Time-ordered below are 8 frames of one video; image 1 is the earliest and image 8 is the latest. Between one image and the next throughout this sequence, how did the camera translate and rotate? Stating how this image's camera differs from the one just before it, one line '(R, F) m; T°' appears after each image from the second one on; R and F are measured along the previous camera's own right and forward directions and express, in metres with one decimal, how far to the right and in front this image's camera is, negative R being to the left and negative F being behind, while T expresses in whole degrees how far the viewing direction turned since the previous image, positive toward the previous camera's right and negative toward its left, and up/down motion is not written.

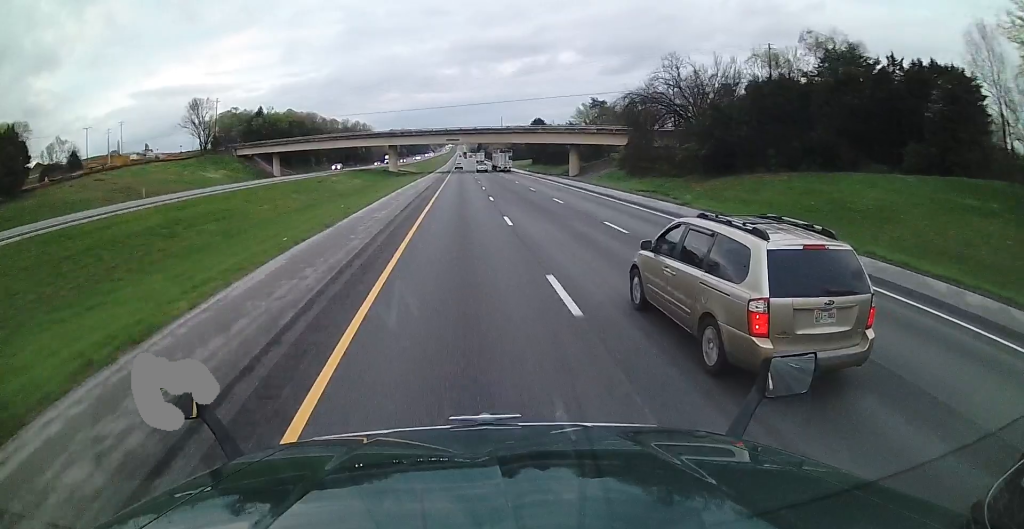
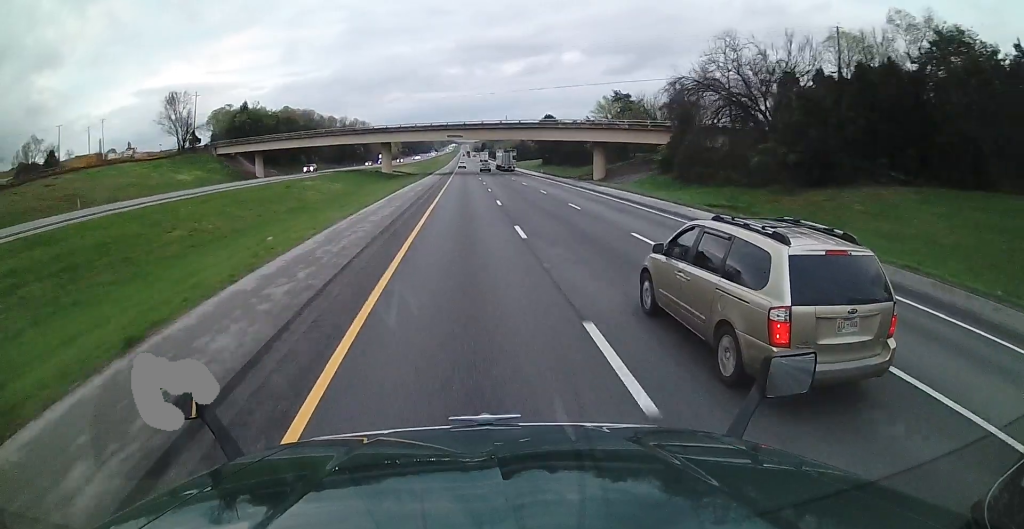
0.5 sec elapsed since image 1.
(+0.1, +15.4) m; 0°
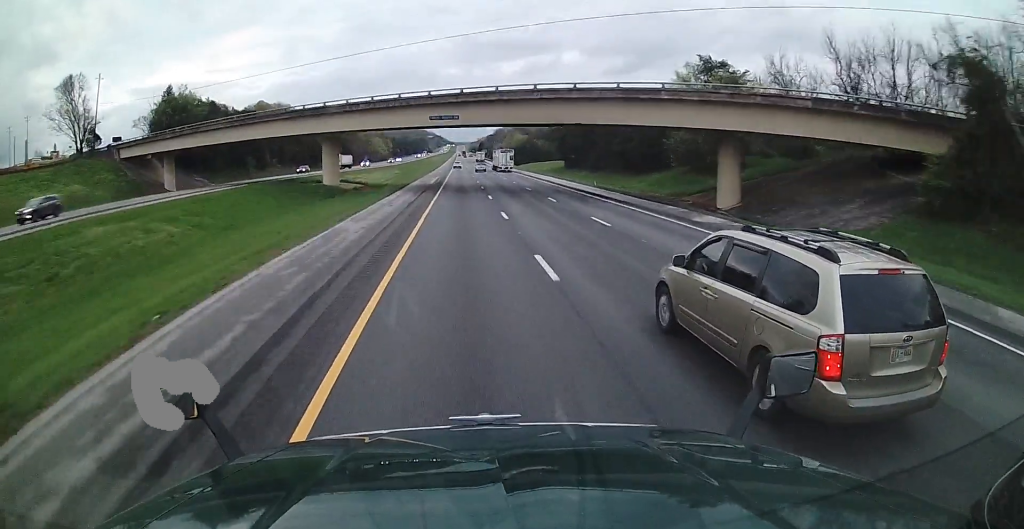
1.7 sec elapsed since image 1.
(-0.3, +42.2) m; 0°
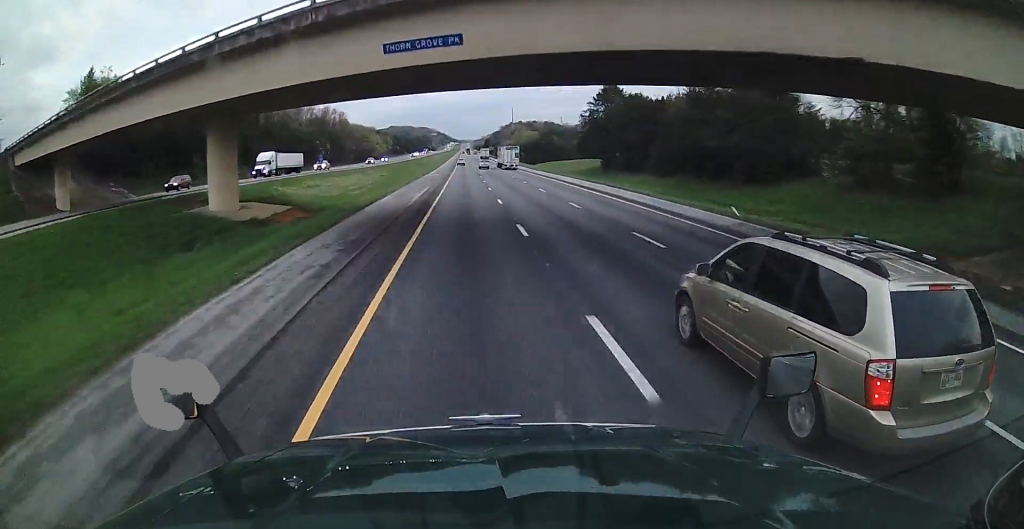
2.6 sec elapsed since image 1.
(+0.3, +30.0) m; +1°
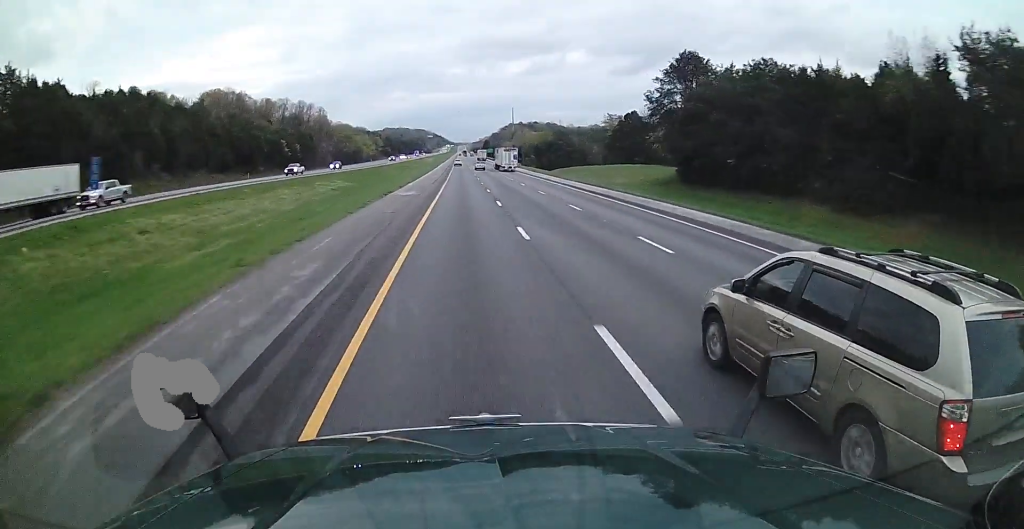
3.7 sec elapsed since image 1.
(0.0, +36.7) m; 0°
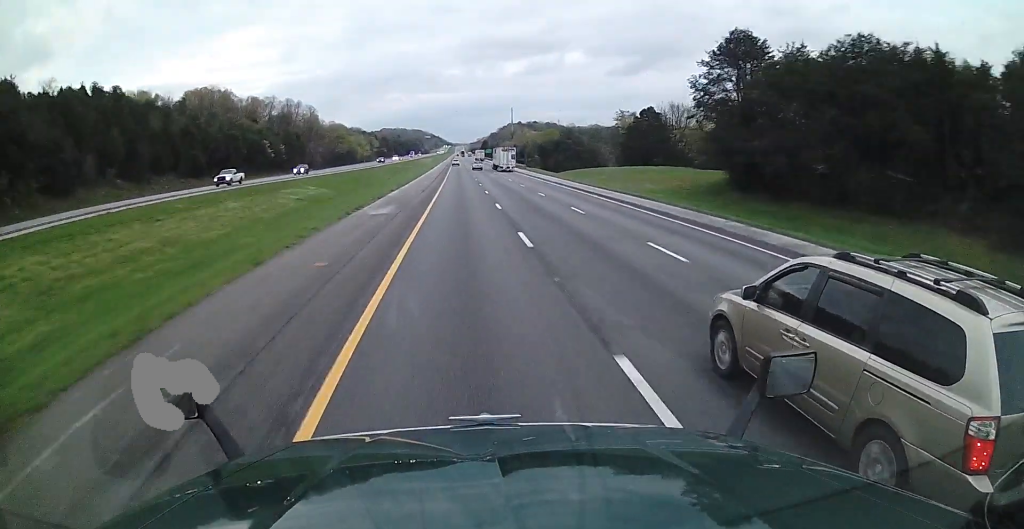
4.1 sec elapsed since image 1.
(-0.1, +13.3) m; 0°
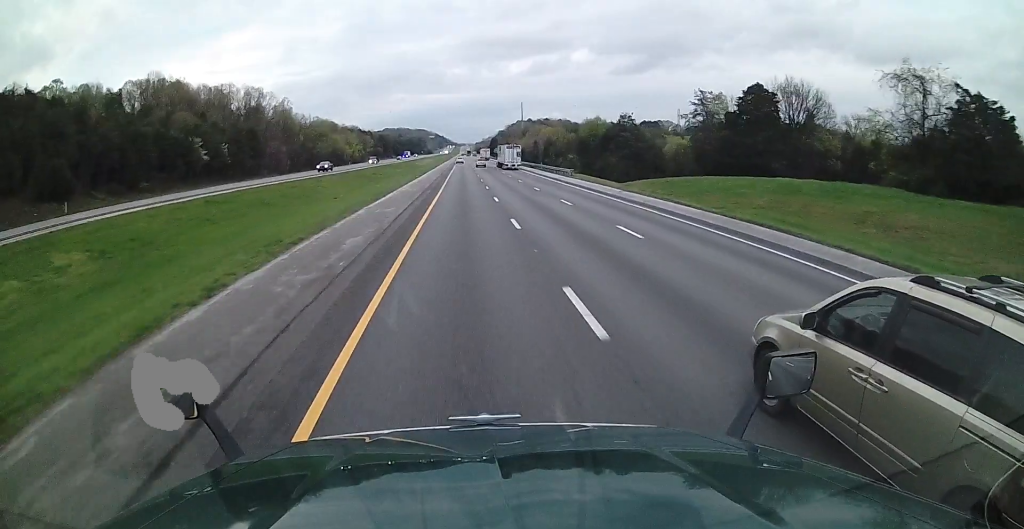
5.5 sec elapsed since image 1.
(+0.6, +44.4) m; 0°
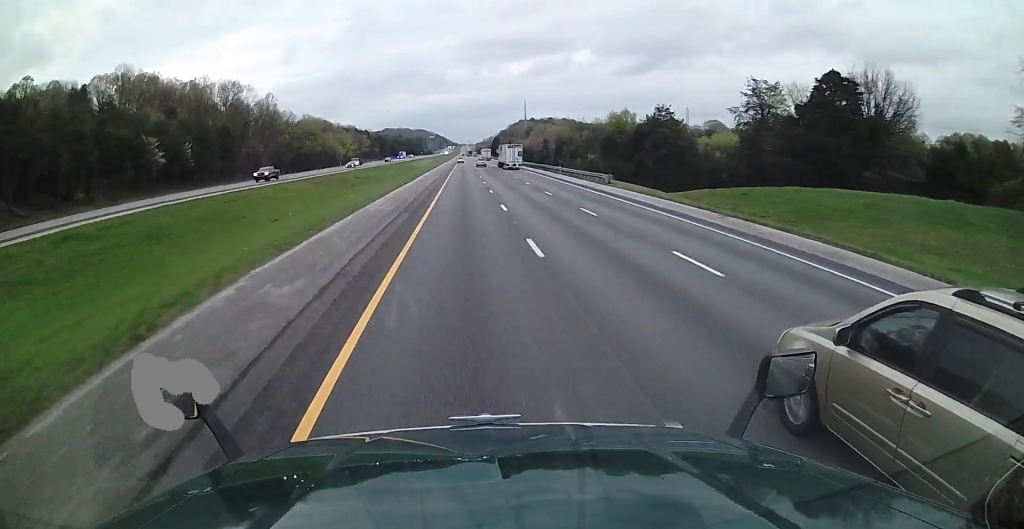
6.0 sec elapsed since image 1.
(-0.3, +17.6) m; 0°
